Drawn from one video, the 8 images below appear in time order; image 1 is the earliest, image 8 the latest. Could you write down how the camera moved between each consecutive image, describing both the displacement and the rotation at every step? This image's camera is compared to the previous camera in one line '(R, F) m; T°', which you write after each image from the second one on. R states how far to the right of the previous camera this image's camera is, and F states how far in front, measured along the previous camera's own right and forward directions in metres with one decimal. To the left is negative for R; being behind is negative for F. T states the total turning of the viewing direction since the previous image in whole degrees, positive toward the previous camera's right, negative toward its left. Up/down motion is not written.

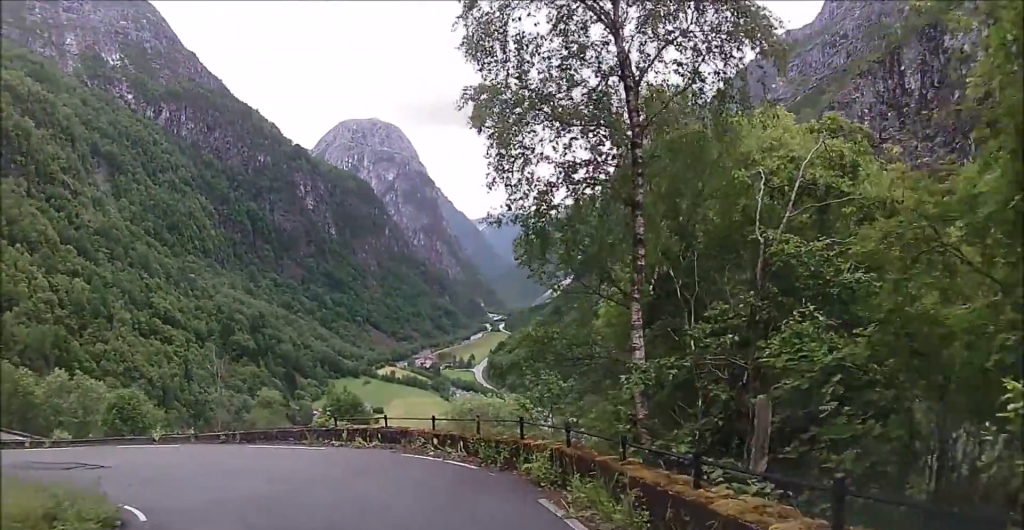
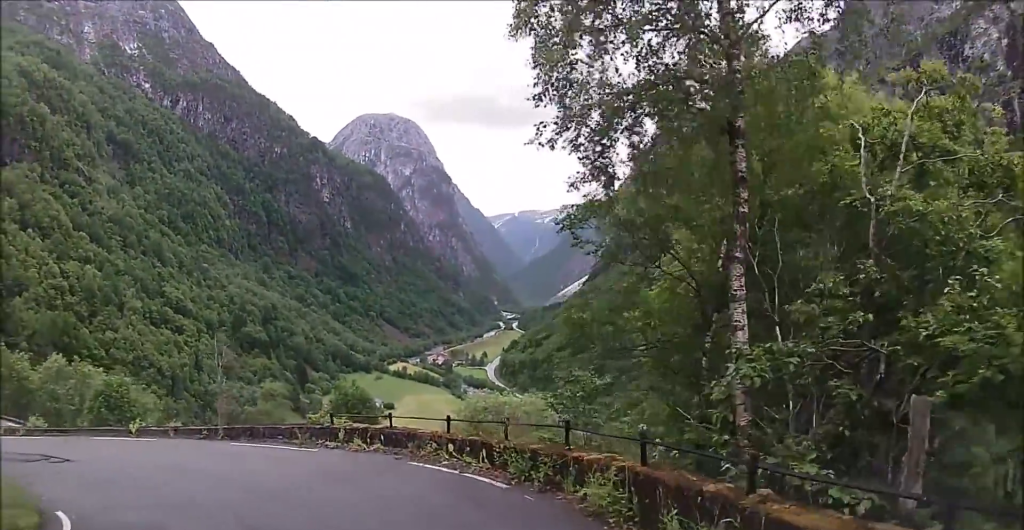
(+0.2, +2.2) m; -4°
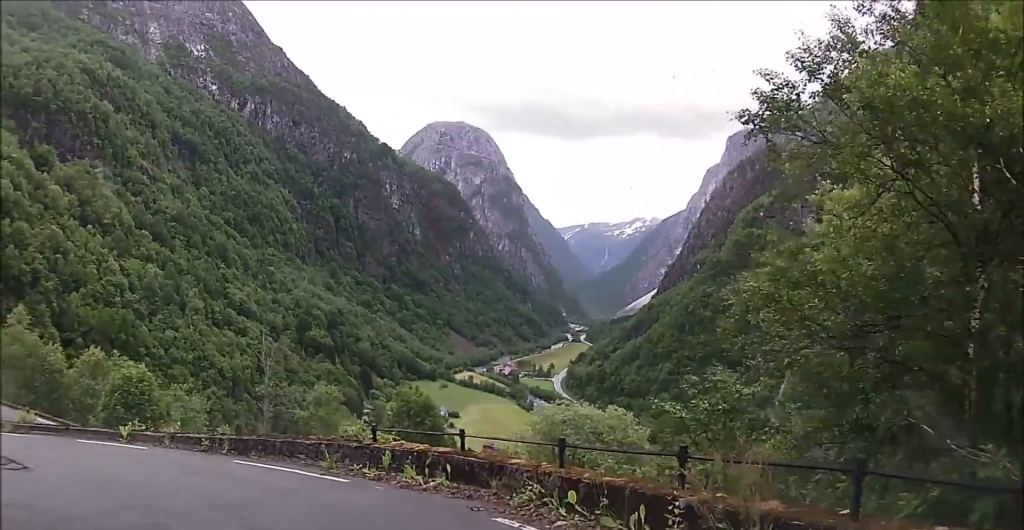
(-0.6, +4.3) m; -14°
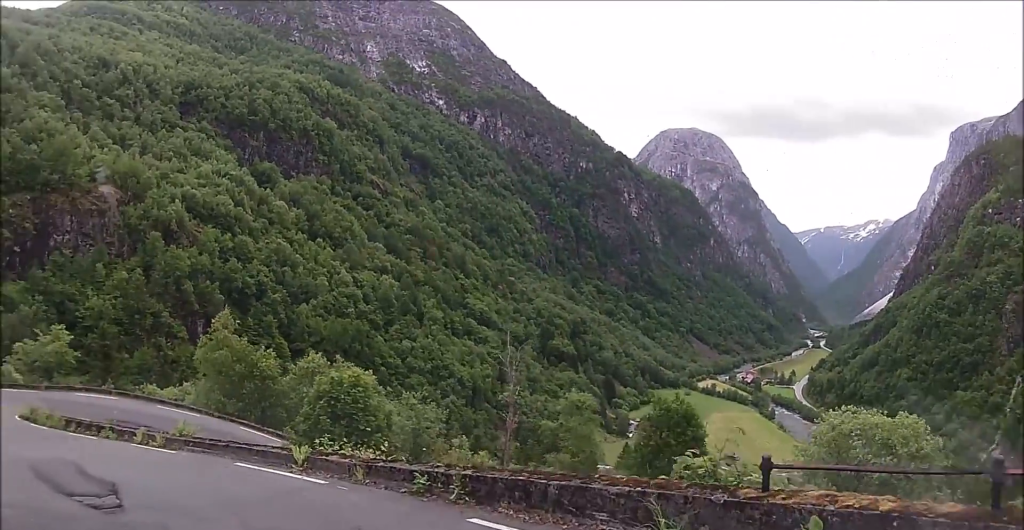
(-0.5, +4.7) m; -20°
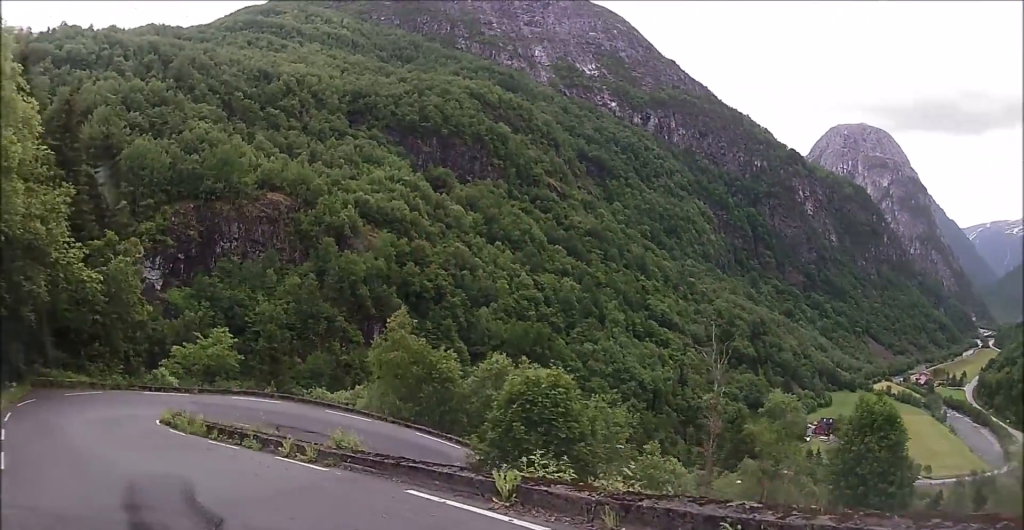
(-0.5, +3.1) m; -15°
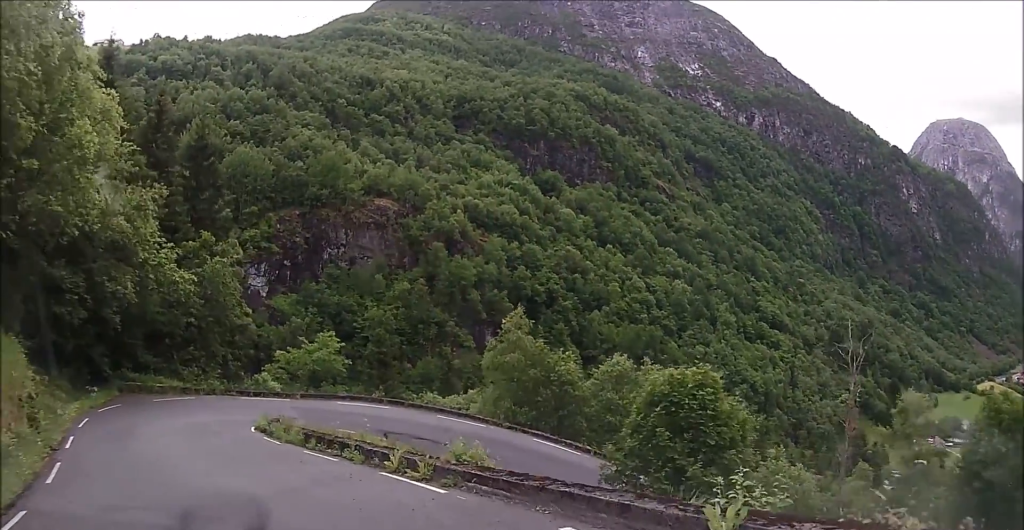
(-0.3, +2.4) m; -7°
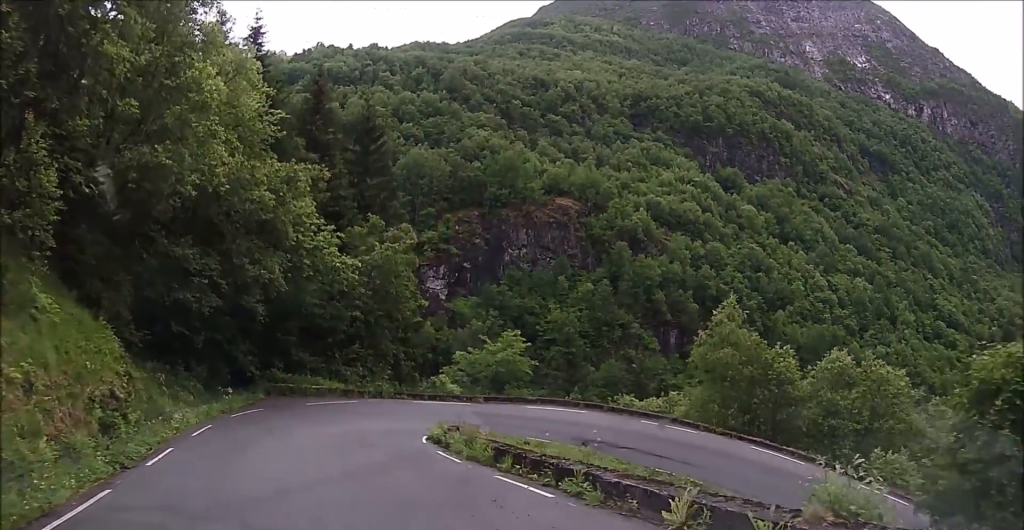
(-0.7, +5.9) m; -13°
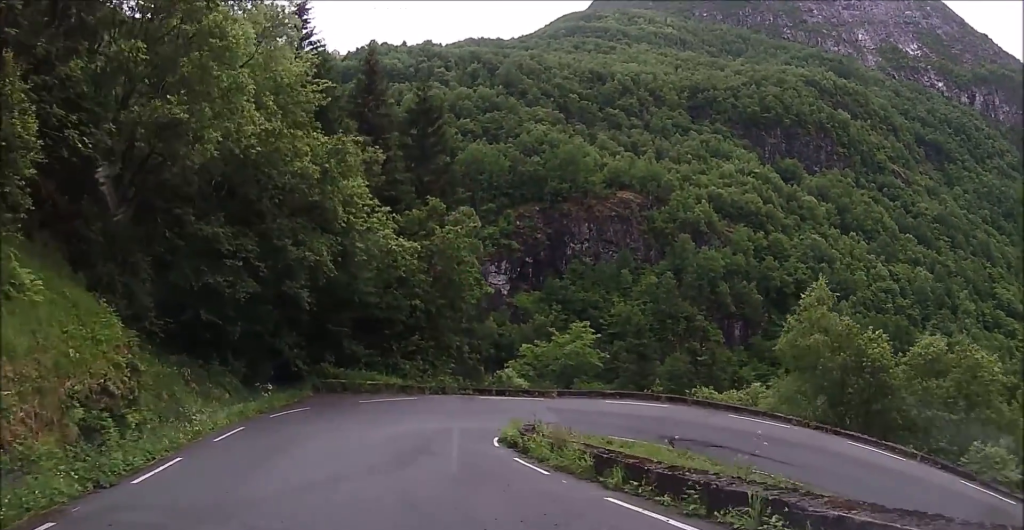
(-0.2, +3.8) m; -5°
